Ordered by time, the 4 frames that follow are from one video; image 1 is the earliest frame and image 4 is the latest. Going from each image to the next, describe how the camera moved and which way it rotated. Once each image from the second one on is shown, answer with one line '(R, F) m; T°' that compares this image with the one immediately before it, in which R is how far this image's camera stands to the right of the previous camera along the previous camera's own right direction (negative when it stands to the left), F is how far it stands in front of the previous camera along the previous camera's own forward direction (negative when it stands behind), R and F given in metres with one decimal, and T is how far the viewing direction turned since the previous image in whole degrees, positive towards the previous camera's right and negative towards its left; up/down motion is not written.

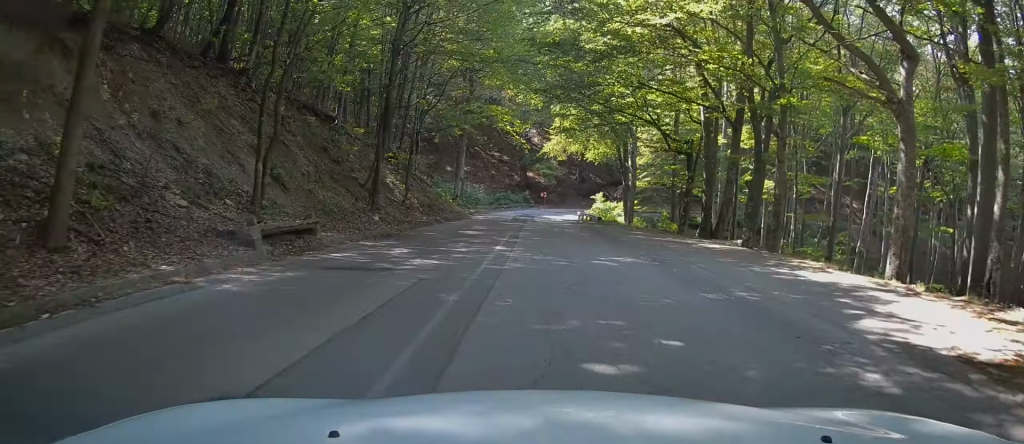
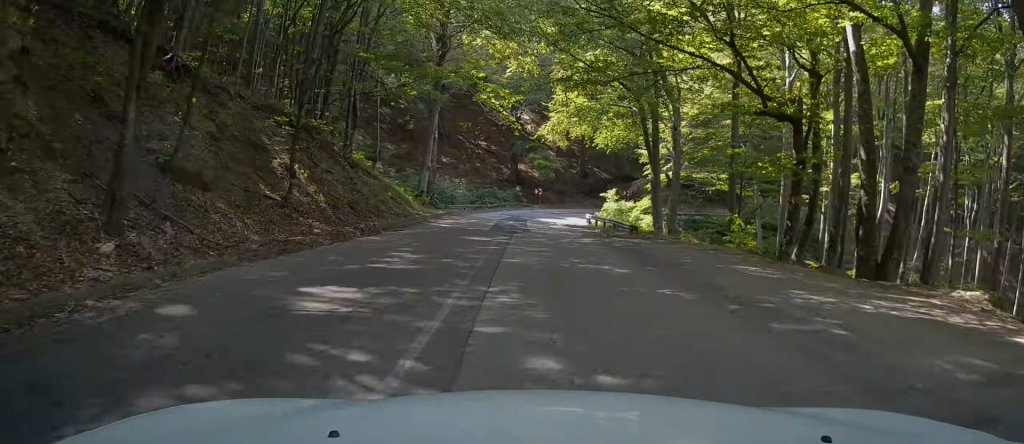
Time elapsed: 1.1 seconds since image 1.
(+0.5, +15.7) m; +2°
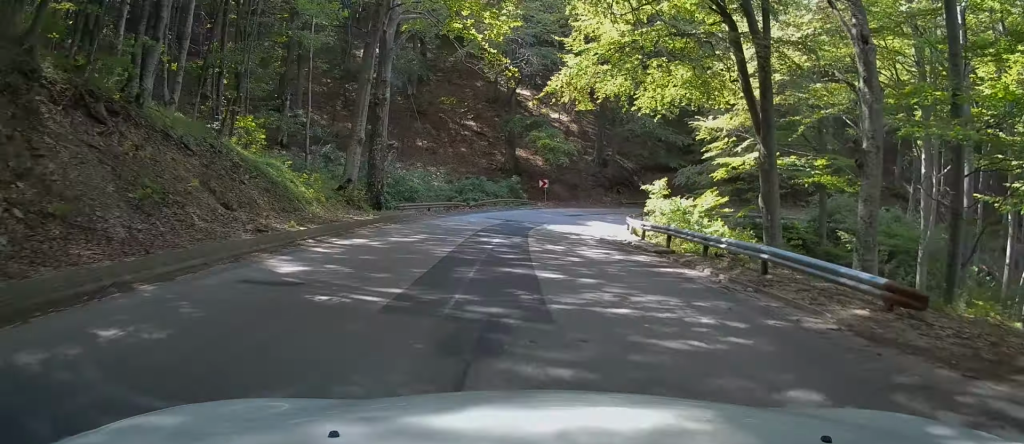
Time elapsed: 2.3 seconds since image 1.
(+0.4, +17.9) m; +3°
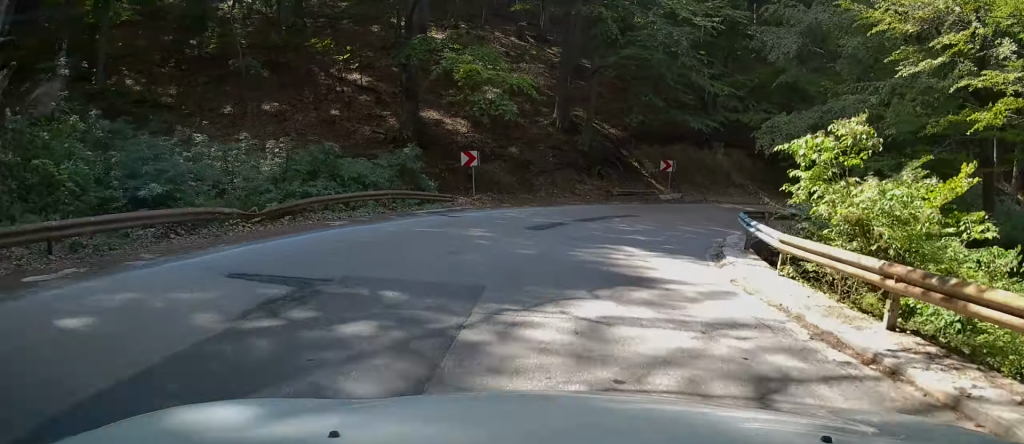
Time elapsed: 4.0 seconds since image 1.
(+0.8, +22.4) m; +8°
